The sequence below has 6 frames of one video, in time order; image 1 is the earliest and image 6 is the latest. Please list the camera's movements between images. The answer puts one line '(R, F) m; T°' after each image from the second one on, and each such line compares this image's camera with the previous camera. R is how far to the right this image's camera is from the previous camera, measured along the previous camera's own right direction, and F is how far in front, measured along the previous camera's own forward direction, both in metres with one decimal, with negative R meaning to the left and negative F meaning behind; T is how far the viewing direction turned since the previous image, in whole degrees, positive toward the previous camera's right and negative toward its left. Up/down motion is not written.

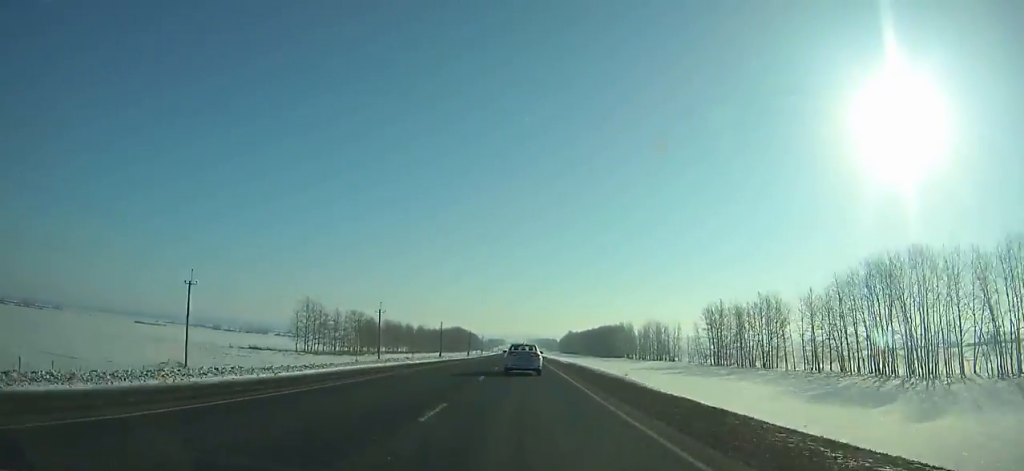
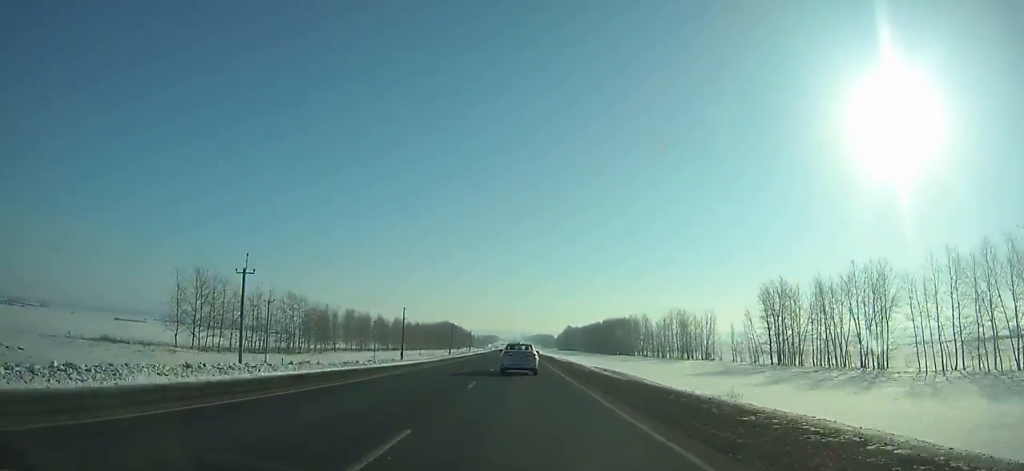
(0.0, +39.9) m; 0°
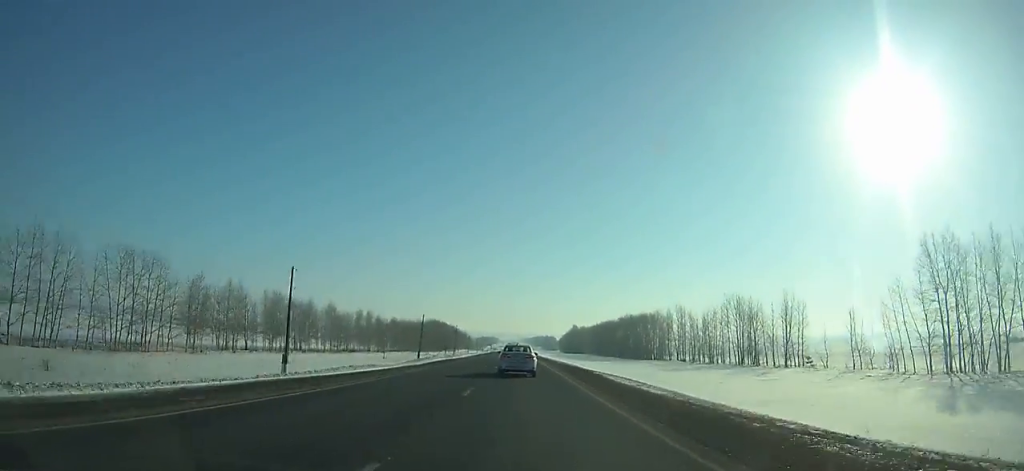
(0.0, +50.2) m; 0°
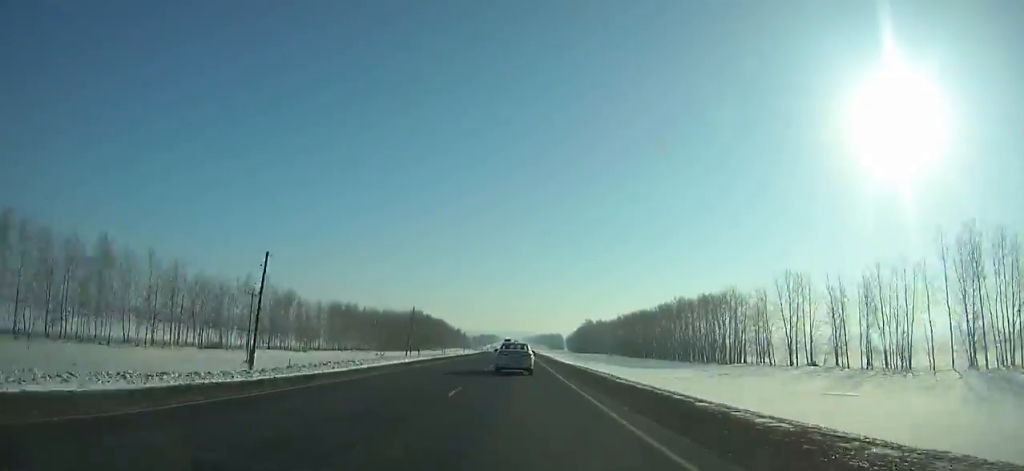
(-0.1, +73.2) m; 0°
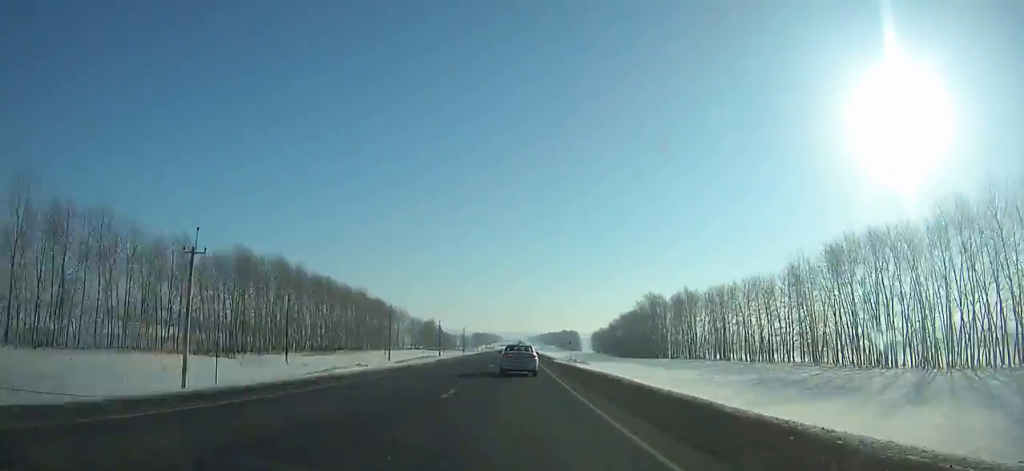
(-0.3, +167.5) m; 0°
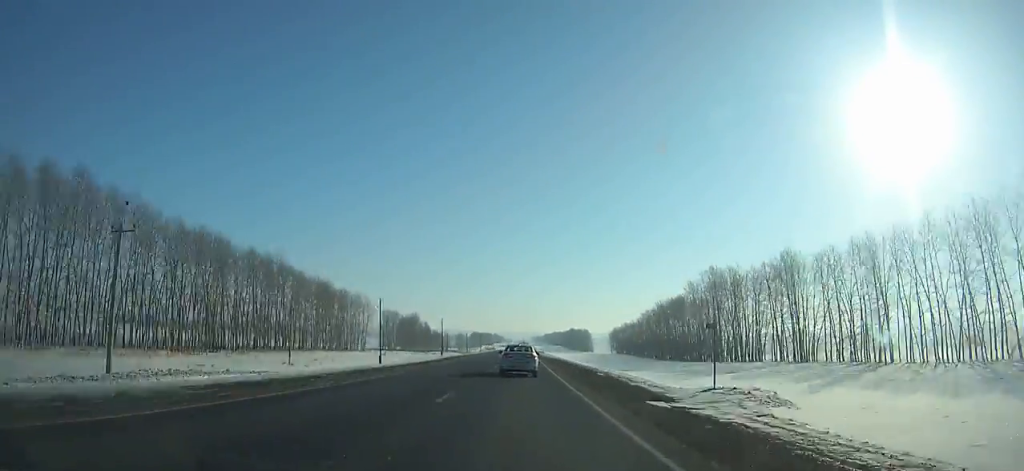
(-0.2, +60.6) m; 0°
